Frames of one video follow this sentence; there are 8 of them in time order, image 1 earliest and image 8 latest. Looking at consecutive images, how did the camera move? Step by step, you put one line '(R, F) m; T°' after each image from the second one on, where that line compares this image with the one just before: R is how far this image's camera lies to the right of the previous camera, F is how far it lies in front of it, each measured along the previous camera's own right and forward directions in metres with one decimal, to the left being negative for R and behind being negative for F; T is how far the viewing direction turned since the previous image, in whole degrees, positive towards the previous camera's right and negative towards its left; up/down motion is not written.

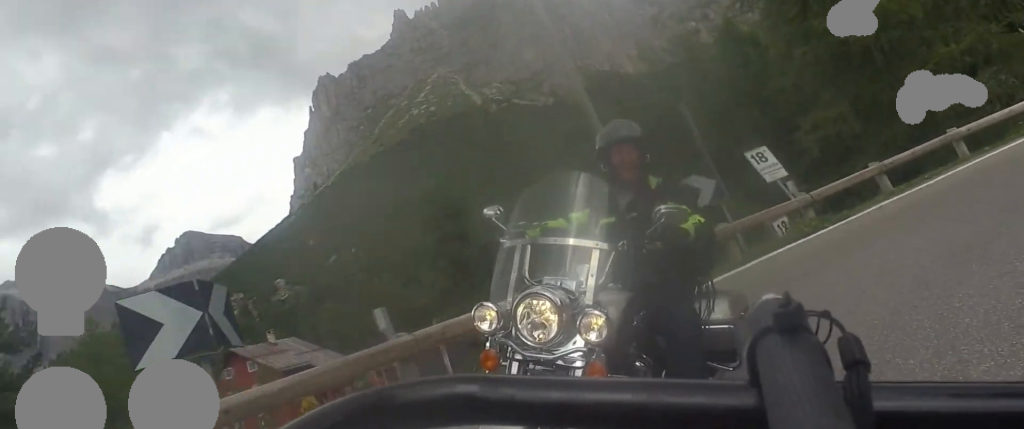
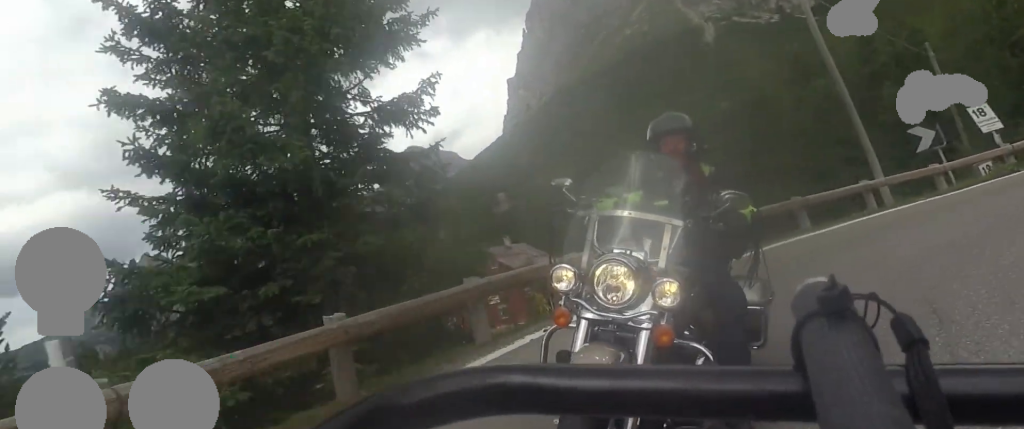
(-1.2, +5.6) m; -16°
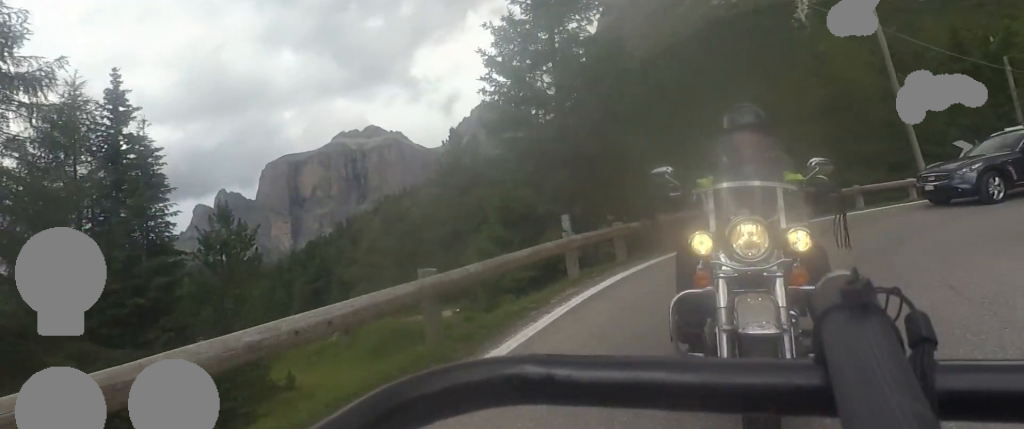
(-0.7, +6.3) m; -7°
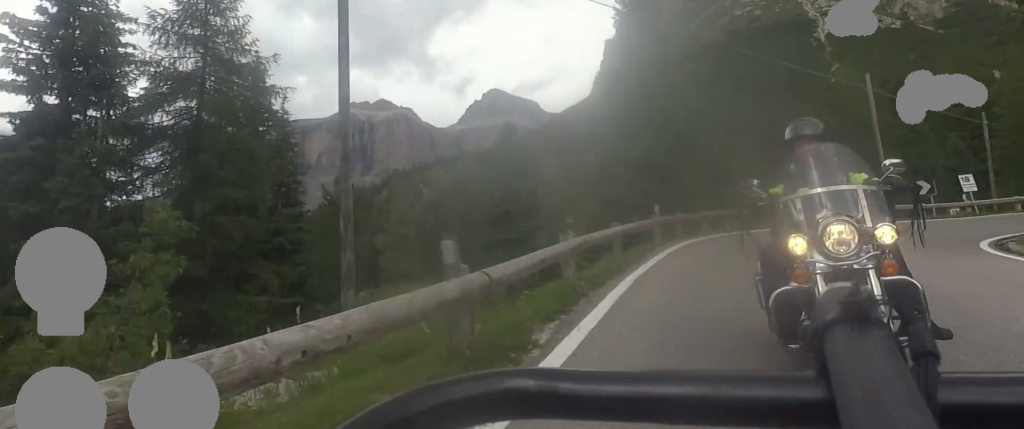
(-0.2, +7.1) m; +2°
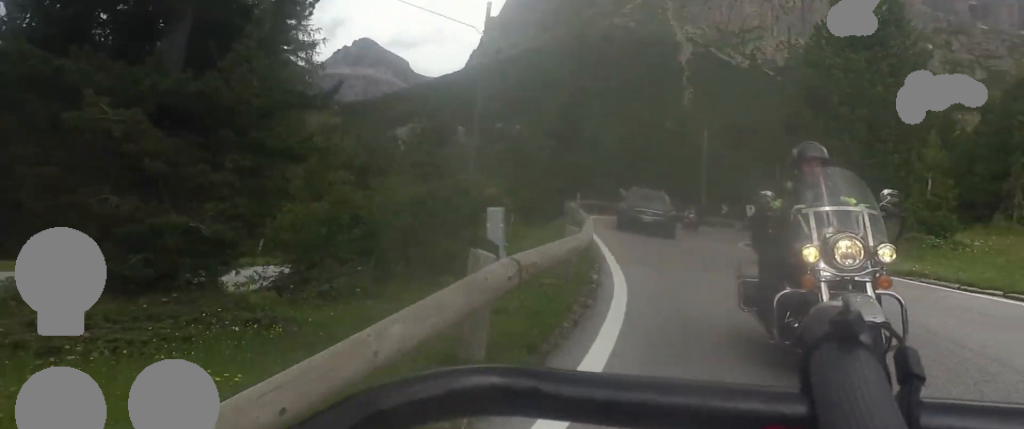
(+1.4, +11.7) m; +14°
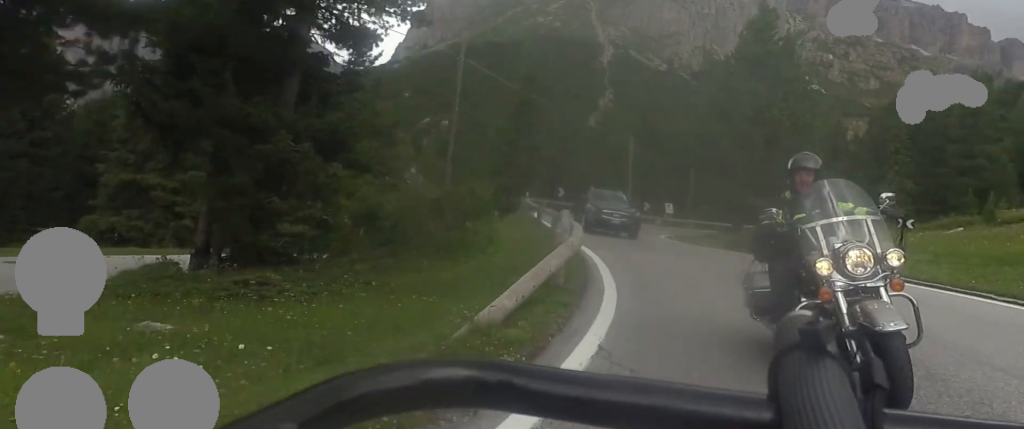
(+0.2, +4.4) m; +3°
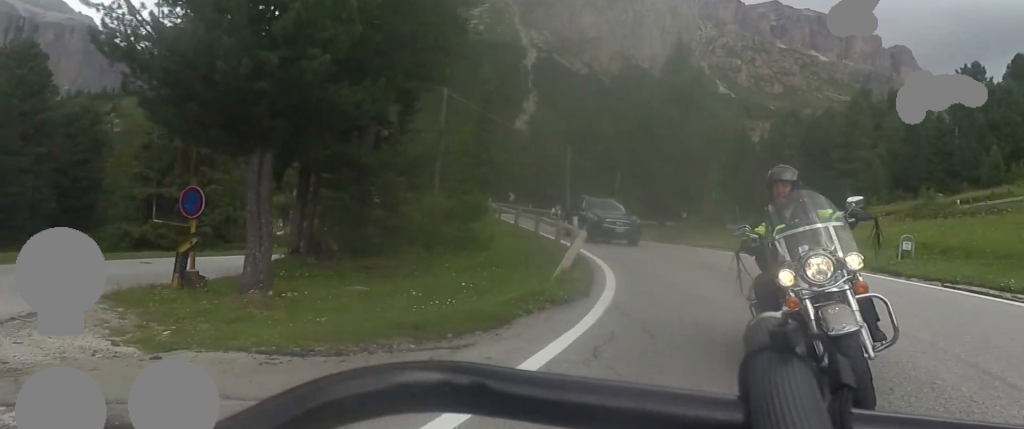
(+0.1, +6.3) m; +1°
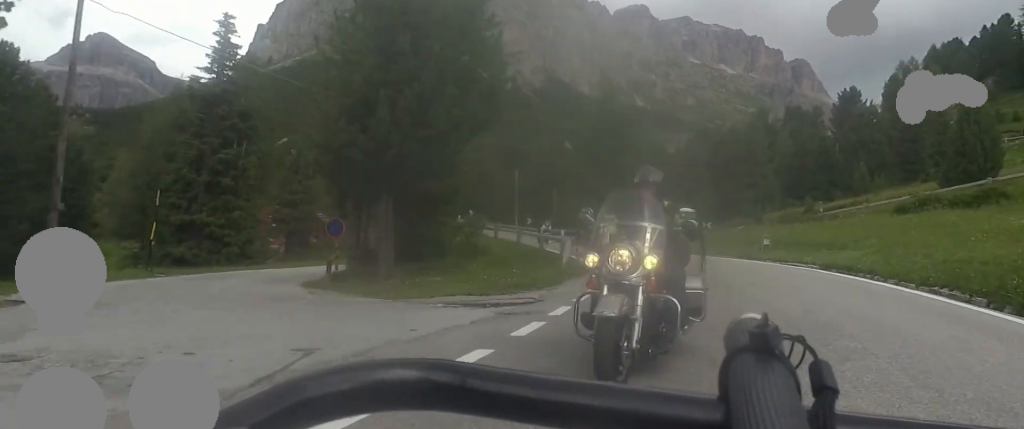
(0.0, +8.4) m; +1°
